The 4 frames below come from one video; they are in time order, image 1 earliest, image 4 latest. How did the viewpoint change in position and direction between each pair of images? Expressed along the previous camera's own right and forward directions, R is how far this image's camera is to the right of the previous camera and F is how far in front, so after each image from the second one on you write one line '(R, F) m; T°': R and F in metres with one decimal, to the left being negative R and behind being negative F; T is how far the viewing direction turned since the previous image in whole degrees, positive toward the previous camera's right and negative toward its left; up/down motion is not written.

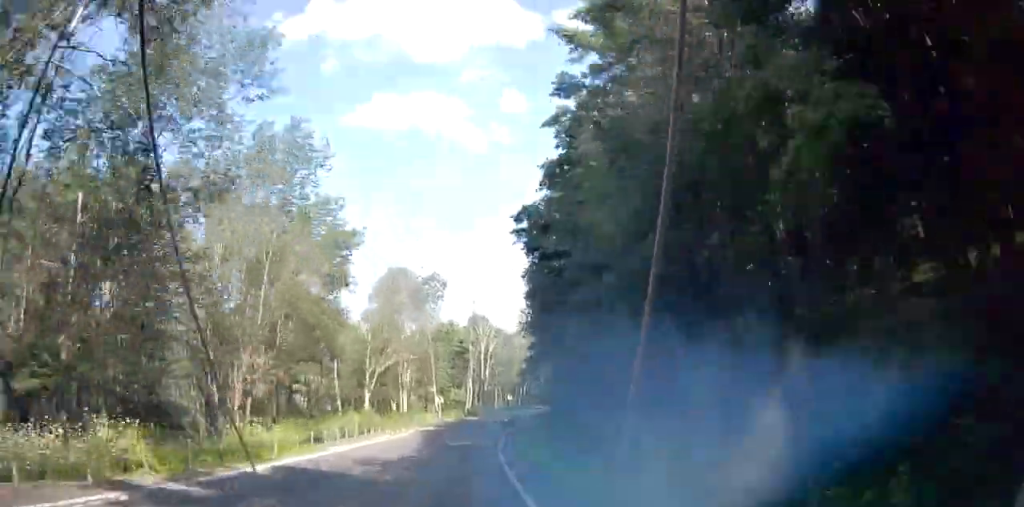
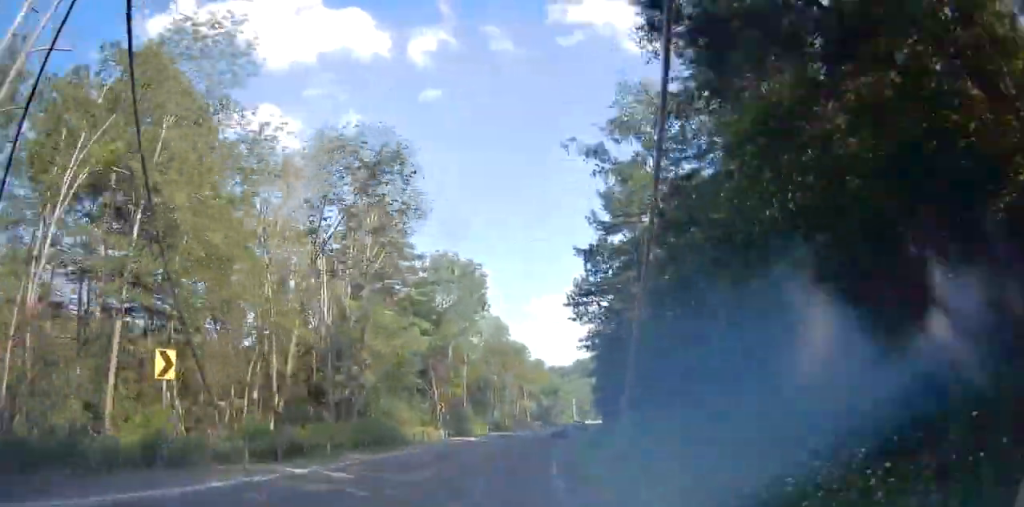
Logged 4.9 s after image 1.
(+8.0, +92.6) m; +12°
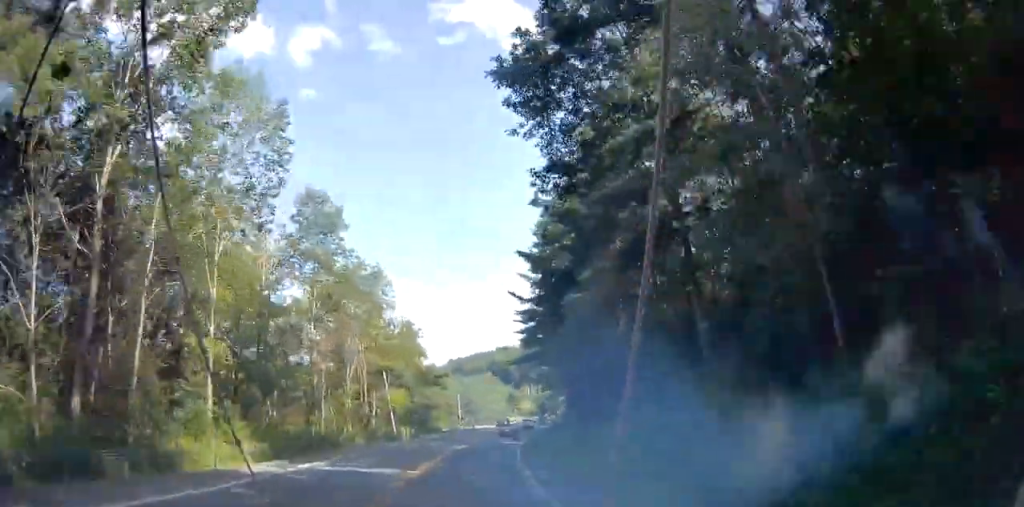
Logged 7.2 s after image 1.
(+2.5, +44.9) m; +14°
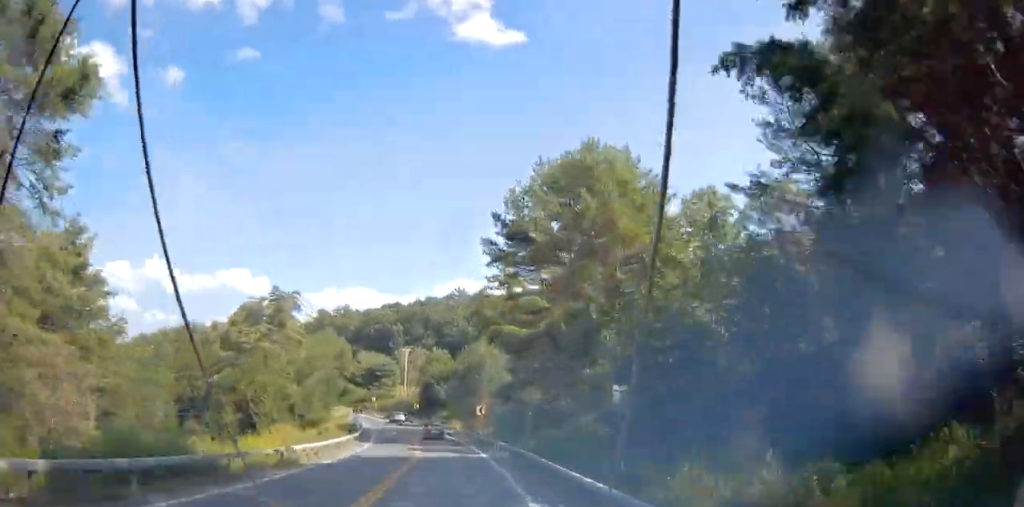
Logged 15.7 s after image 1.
(+35.6, +163.5) m; +9°
